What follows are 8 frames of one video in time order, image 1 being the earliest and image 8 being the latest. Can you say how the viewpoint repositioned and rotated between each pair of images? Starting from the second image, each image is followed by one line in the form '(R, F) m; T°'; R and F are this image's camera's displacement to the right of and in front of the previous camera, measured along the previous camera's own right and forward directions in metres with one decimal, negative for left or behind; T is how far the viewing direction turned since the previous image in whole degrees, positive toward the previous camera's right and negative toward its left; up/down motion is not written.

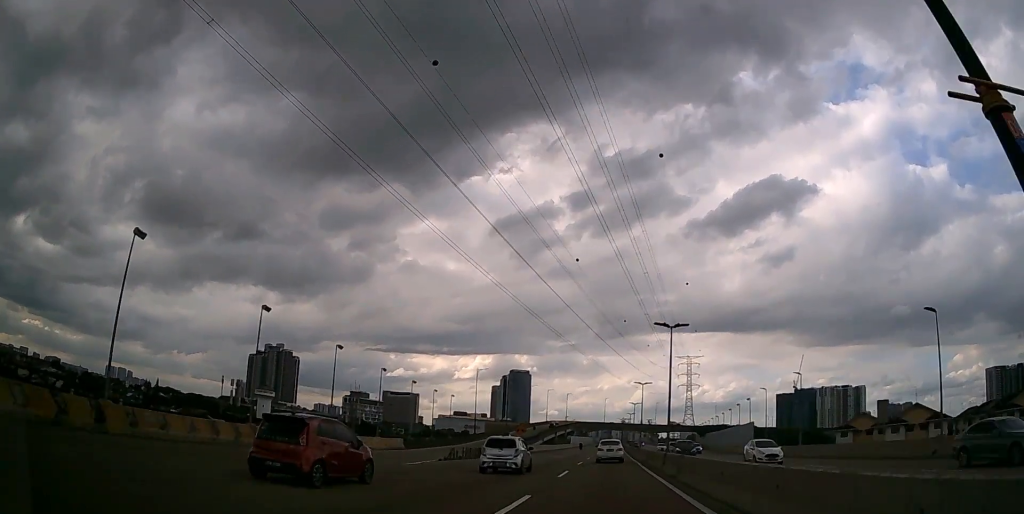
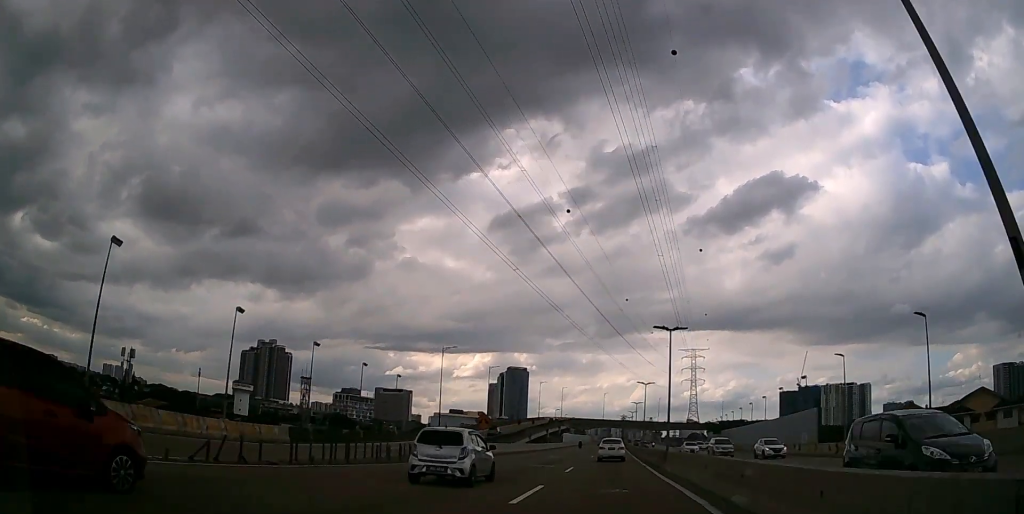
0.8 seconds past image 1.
(0.0, +22.1) m; 0°
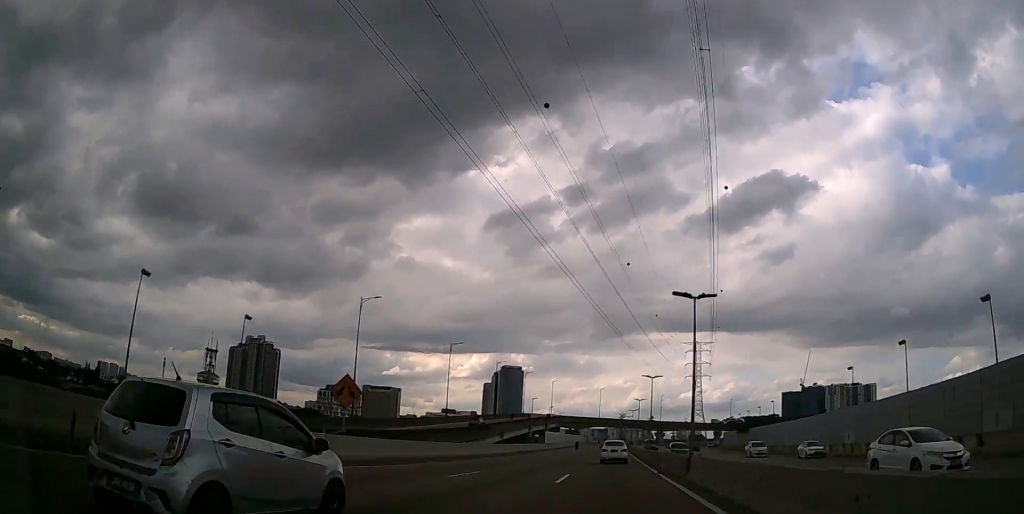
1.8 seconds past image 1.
(0.0, +30.0) m; 0°
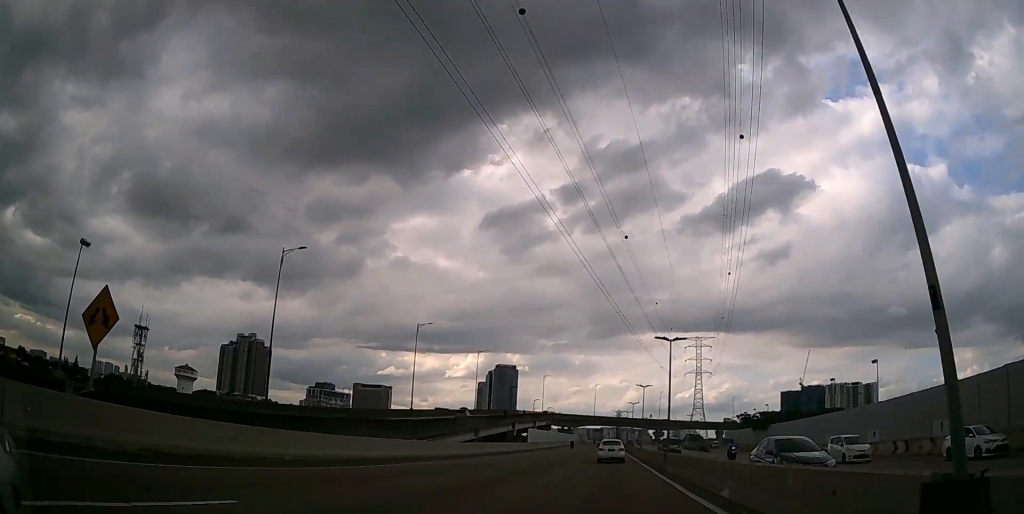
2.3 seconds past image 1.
(0.0, +14.7) m; 0°
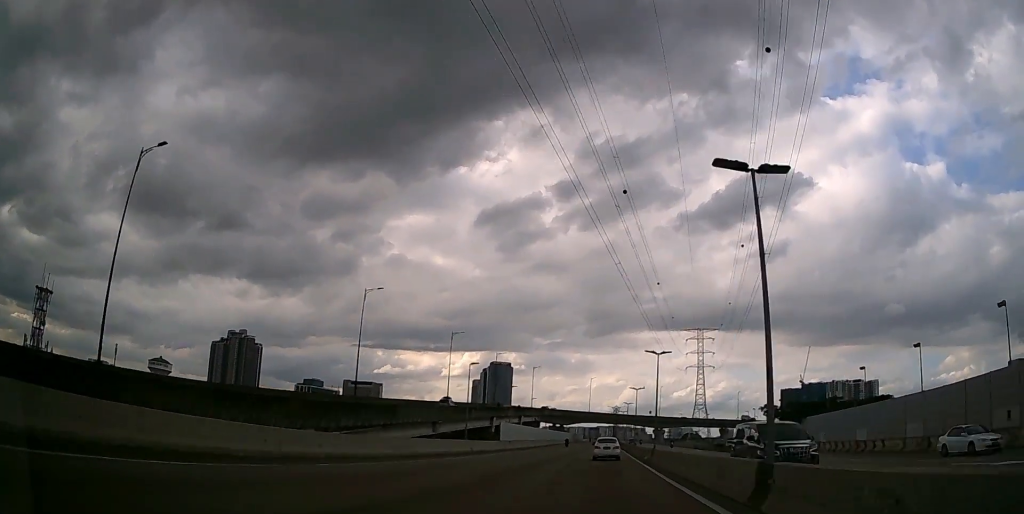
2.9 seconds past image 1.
(+0.1, +17.8) m; 0°
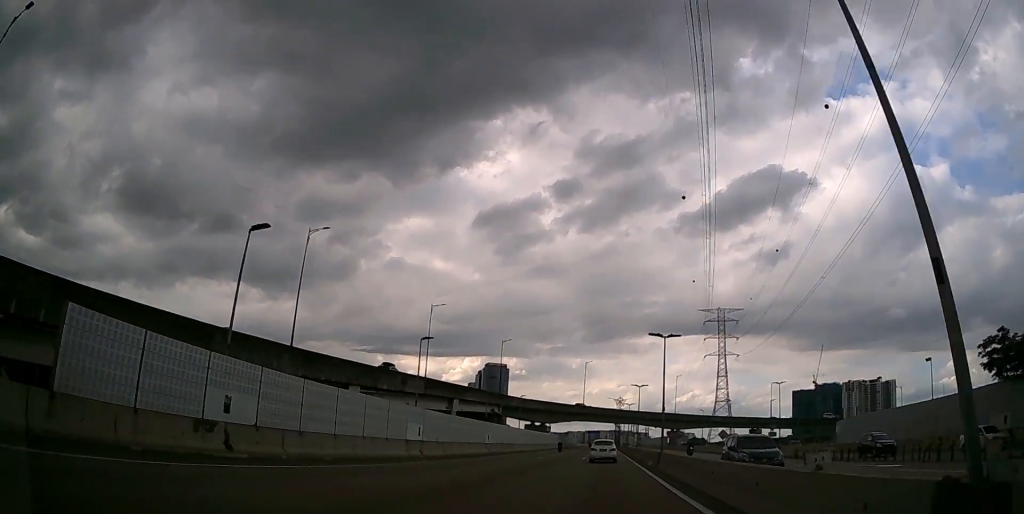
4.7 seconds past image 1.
(+0.2, +53.1) m; 0°
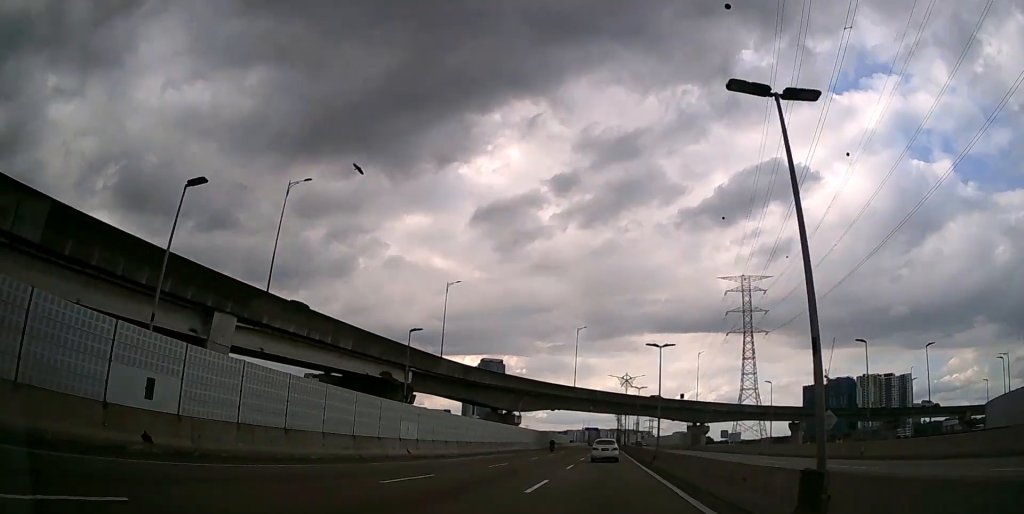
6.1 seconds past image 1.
(-0.2, +43.2) m; 0°
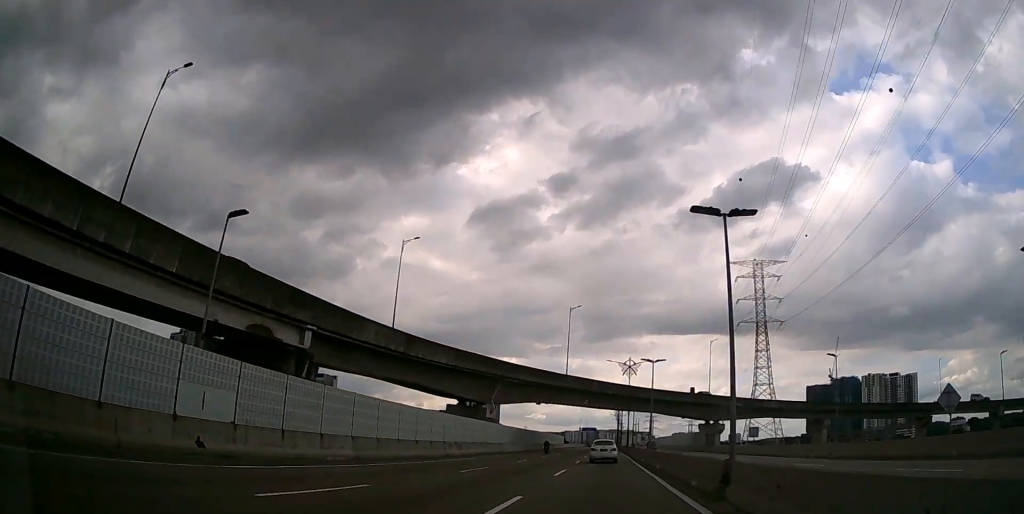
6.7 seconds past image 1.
(0.0, +17.6) m; 0°
